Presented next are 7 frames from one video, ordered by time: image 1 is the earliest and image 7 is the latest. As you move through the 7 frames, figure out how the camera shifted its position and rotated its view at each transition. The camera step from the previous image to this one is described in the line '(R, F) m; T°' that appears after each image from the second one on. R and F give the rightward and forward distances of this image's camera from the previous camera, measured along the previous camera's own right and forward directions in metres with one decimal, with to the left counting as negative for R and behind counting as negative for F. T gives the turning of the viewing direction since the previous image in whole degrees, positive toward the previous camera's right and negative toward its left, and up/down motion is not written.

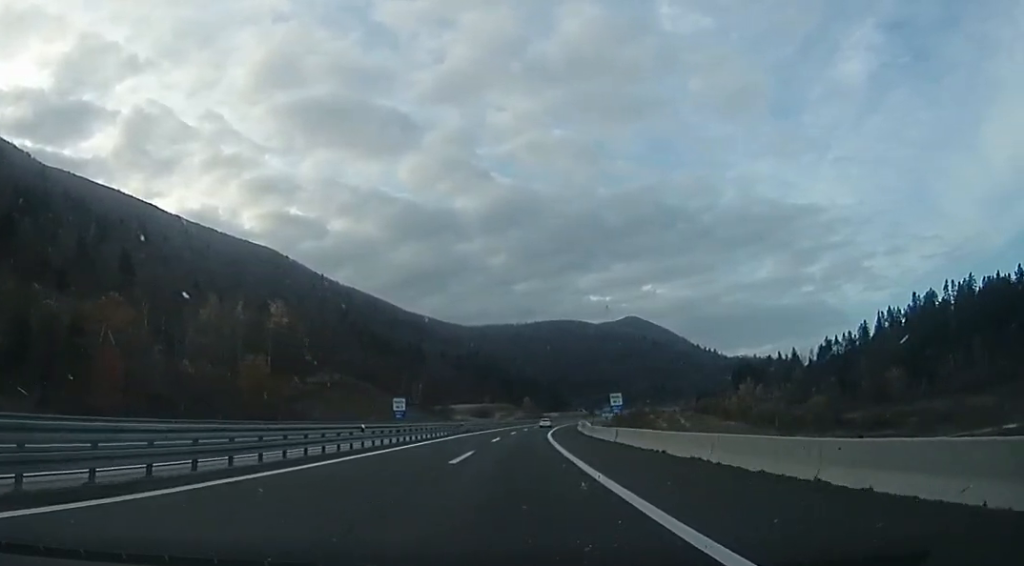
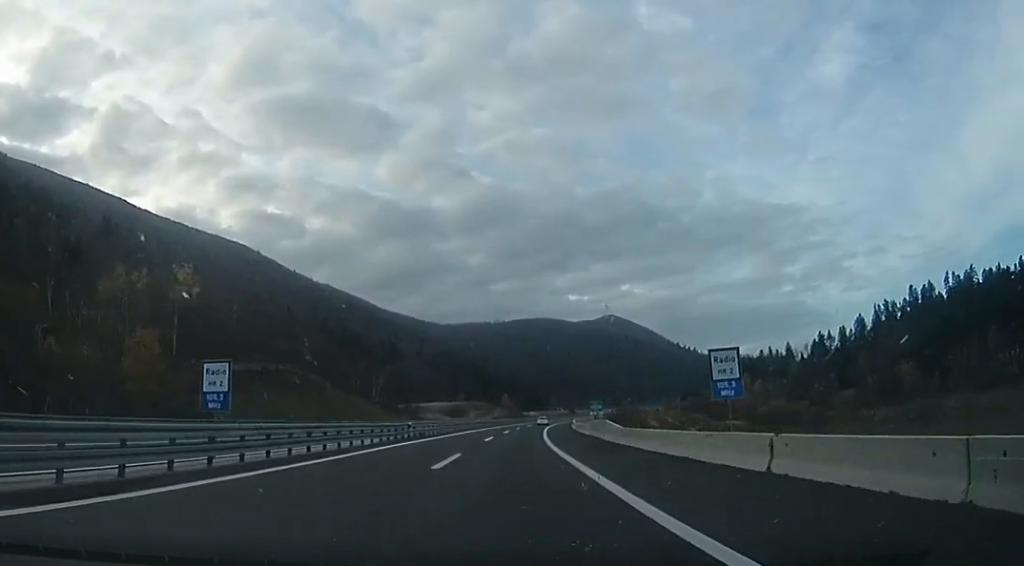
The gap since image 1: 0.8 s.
(+0.2, +22.2) m; 0°
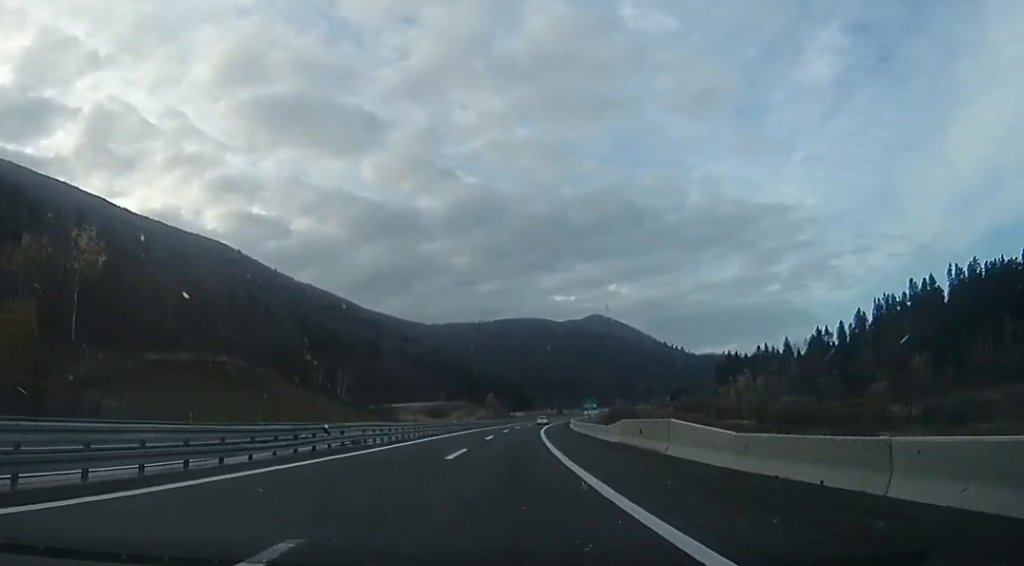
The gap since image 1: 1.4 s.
(-0.4, +16.6) m; +2°
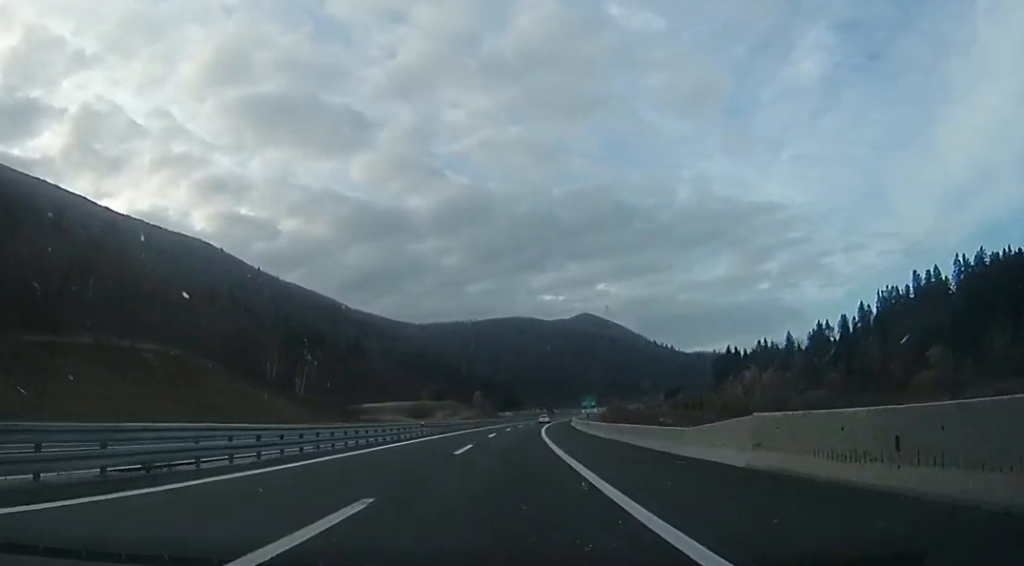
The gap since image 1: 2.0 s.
(+0.3, +17.1) m; +2°
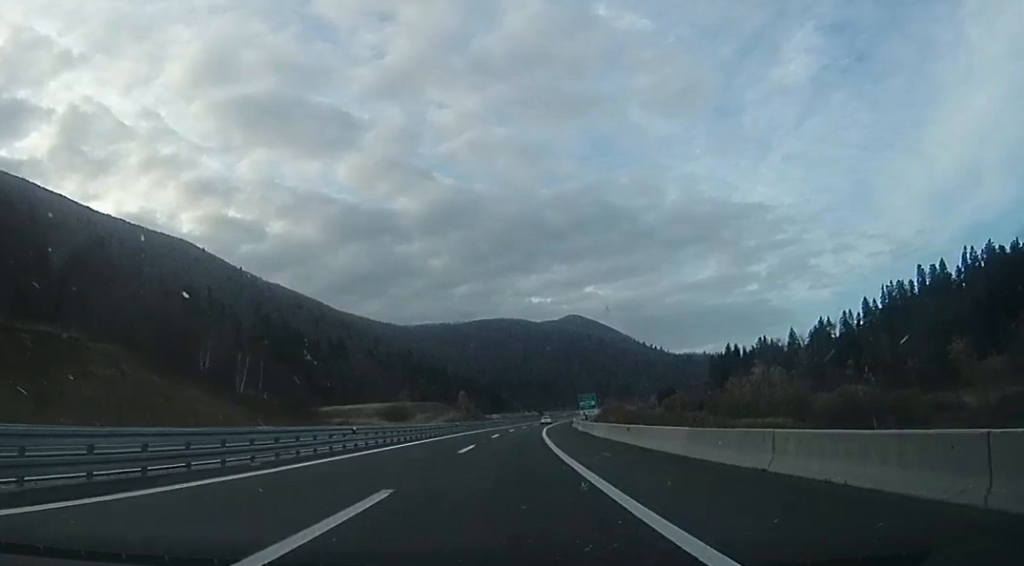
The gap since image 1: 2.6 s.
(+0.8, +18.1) m; +2°
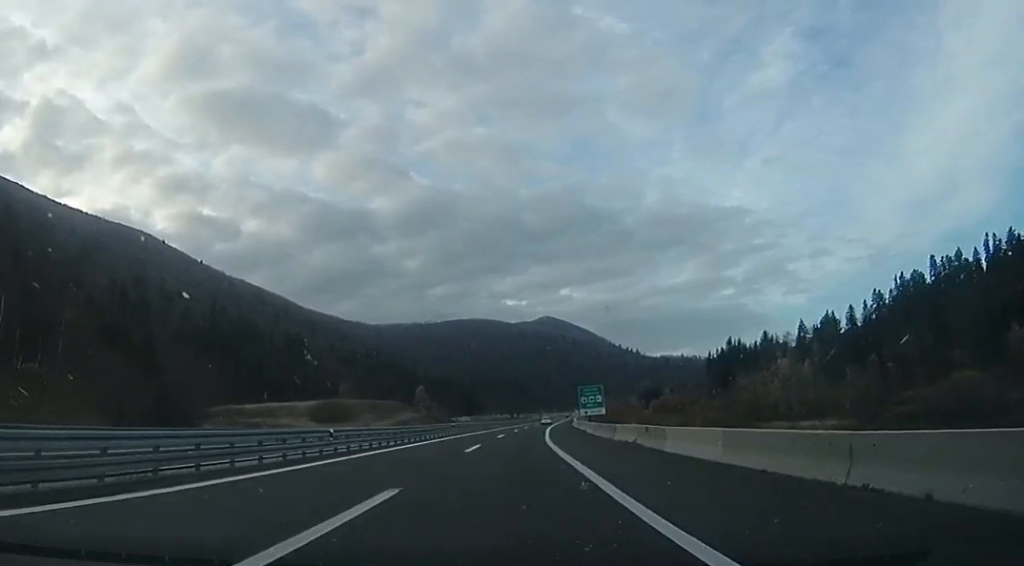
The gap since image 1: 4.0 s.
(+1.0, +39.2) m; +3°
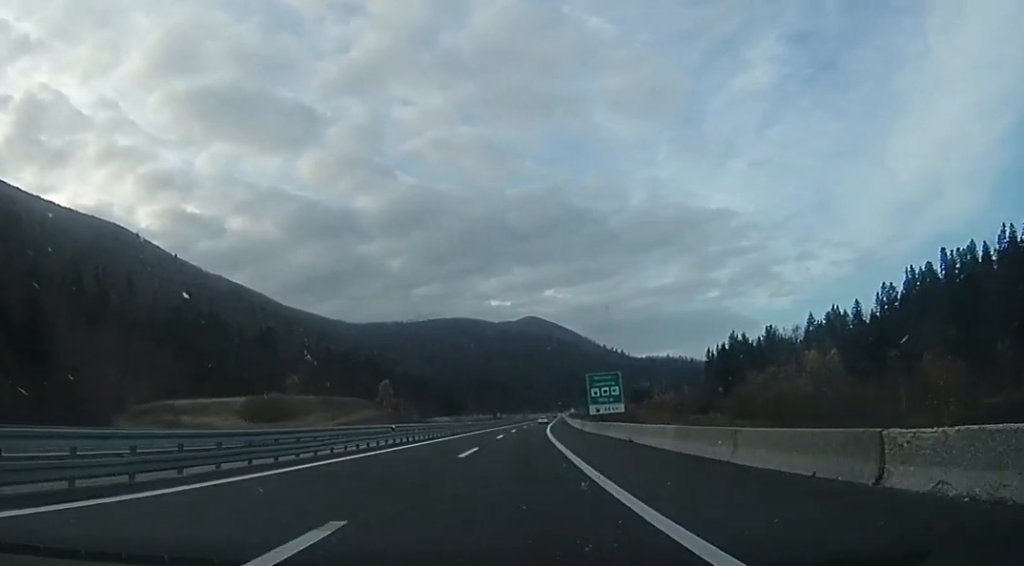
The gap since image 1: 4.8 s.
(+0.6, +24.9) m; +1°
